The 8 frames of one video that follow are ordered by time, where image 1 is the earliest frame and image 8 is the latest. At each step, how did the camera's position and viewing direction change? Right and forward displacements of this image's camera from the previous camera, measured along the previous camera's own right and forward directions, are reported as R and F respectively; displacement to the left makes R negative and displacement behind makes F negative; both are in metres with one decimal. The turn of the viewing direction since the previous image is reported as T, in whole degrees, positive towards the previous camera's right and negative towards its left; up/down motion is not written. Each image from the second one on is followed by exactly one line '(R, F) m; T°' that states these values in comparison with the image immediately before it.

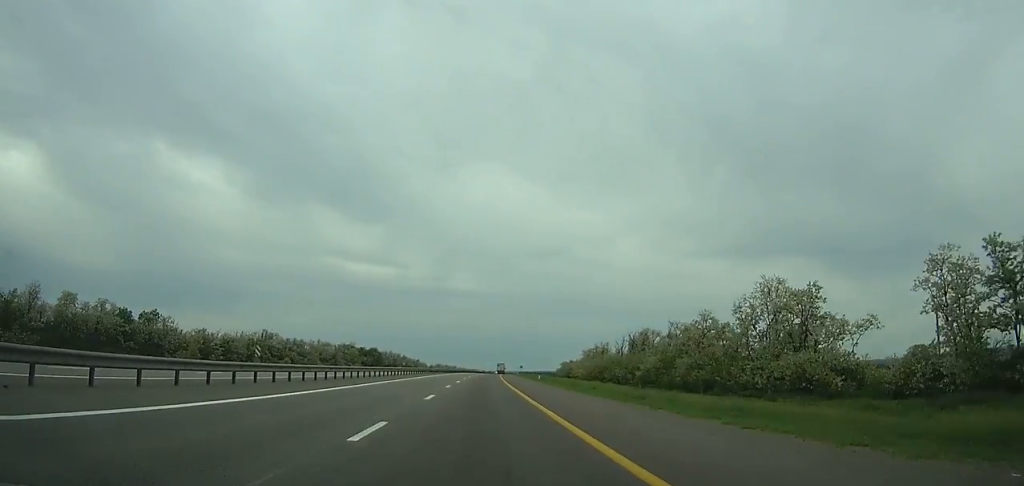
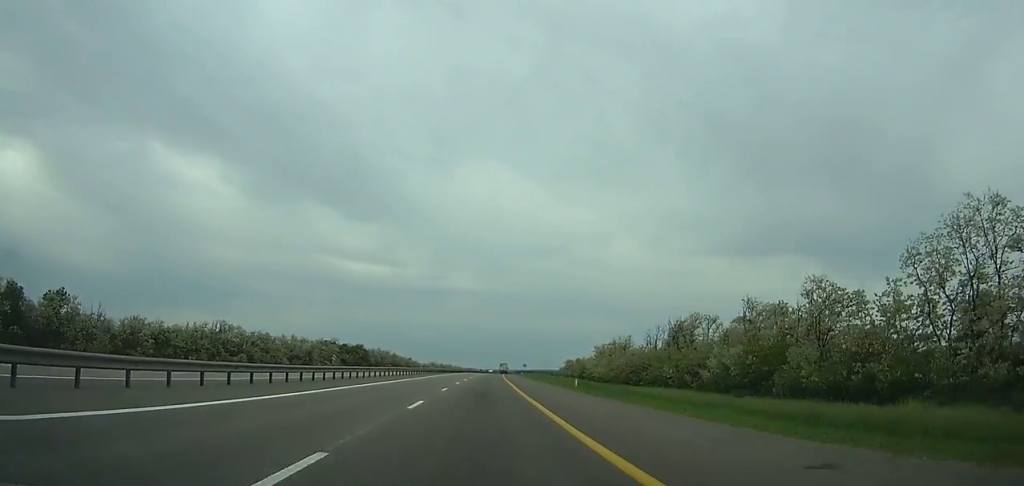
(+0.2, +28.7) m; +1°
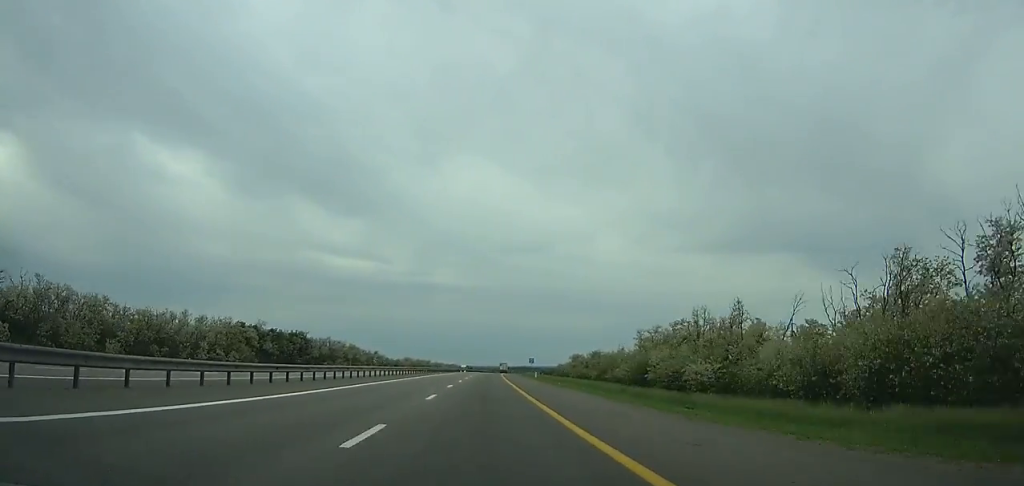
(+0.6, +67.0) m; +1°
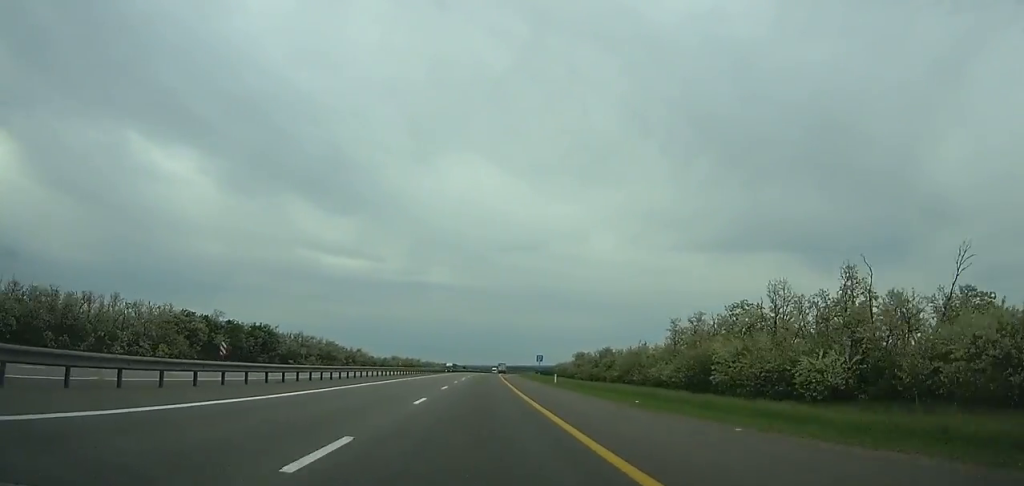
(+0.1, +27.2) m; +1°
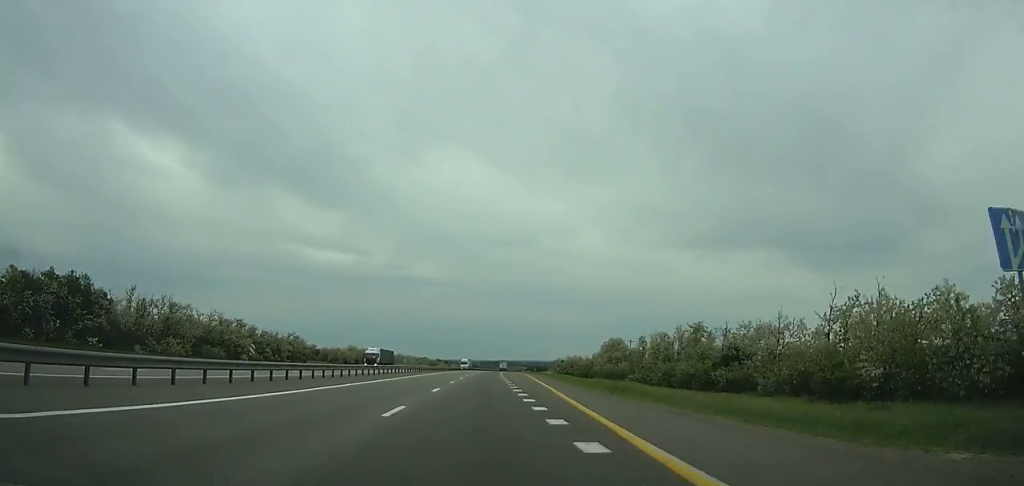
(+1.0, +78.9) m; +2°
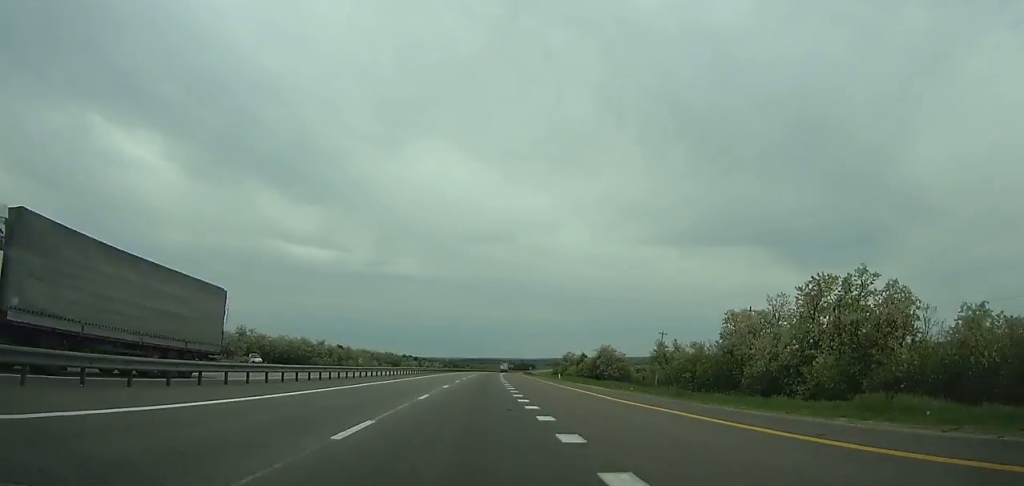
(+1.6, +101.8) m; +2°
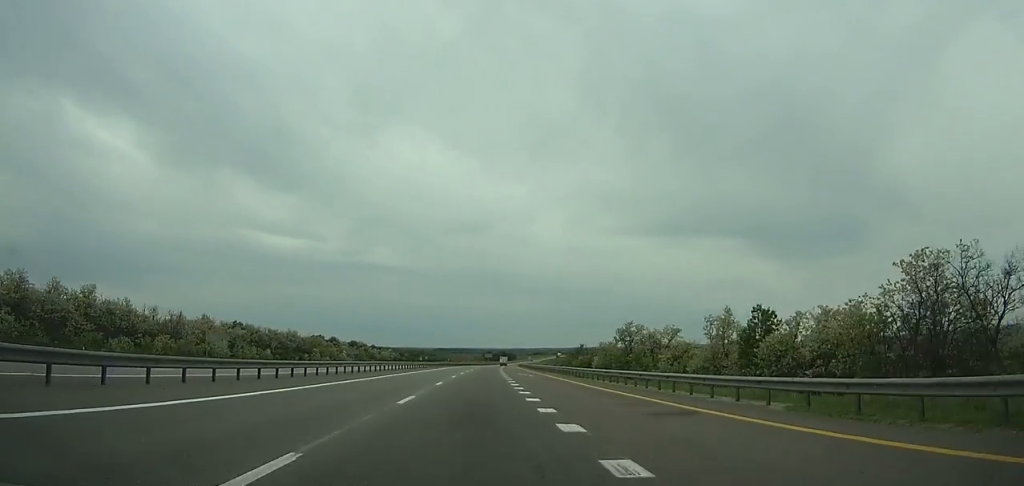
(+2.1, +125.1) m; +2°
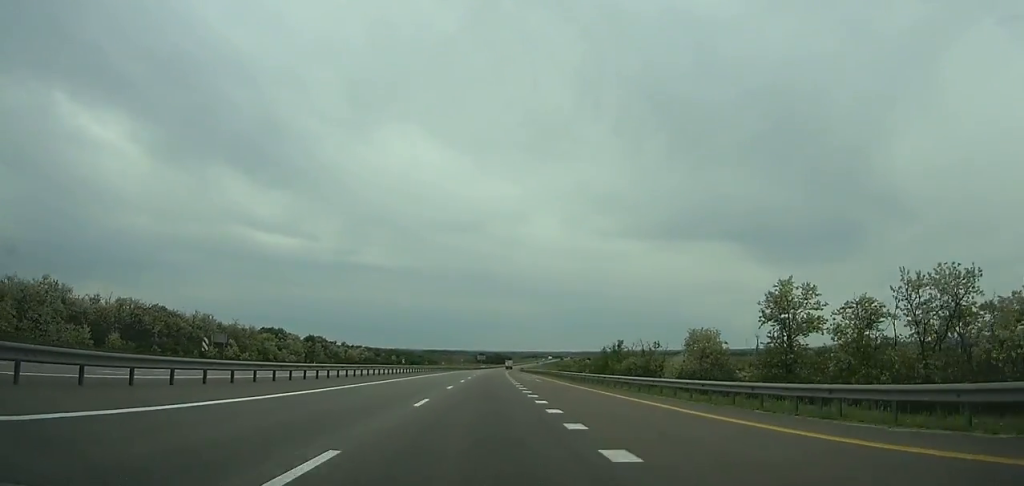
(+0.5, +61.5) m; +1°
